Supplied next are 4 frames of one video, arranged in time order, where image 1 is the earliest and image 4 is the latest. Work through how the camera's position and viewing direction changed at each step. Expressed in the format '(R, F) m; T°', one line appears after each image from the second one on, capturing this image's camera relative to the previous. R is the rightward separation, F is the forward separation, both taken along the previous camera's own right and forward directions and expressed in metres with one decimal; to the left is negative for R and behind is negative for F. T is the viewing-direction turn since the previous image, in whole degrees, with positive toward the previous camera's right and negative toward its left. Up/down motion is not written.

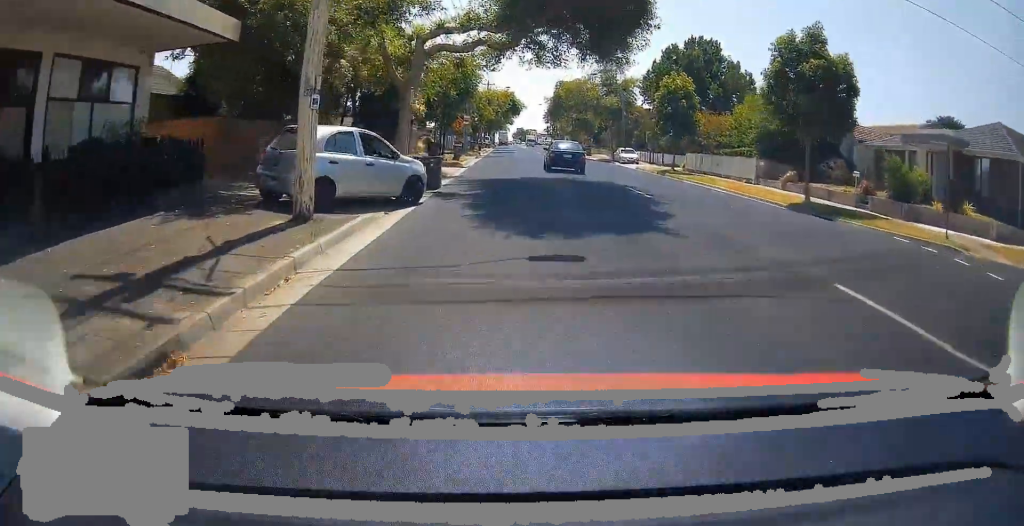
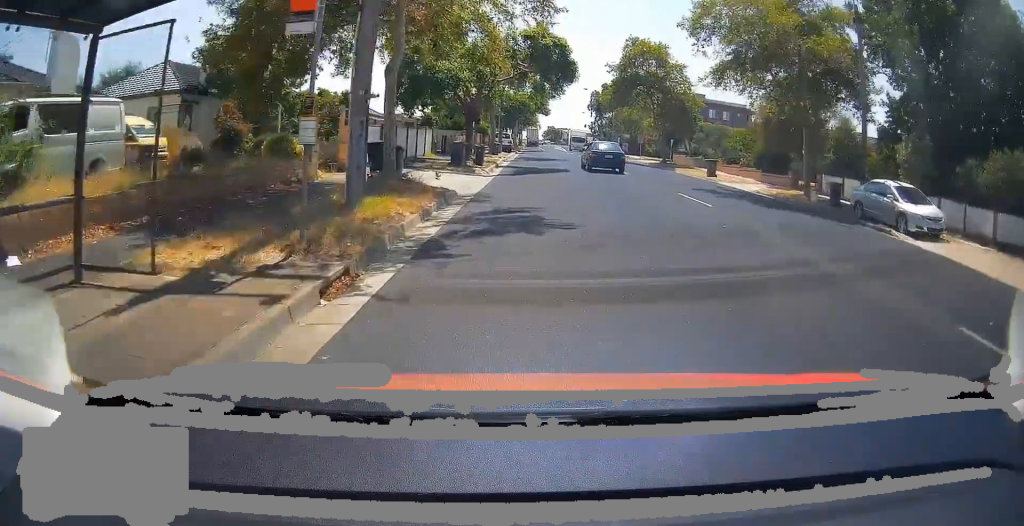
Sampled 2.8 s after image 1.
(-1.3, +37.5) m; -3°
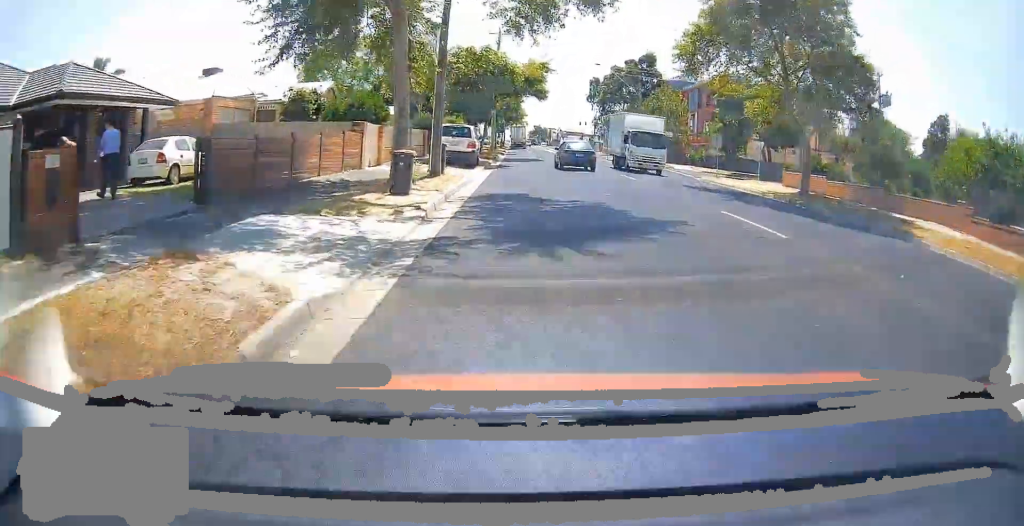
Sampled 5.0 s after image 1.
(-0.1, +29.8) m; +1°
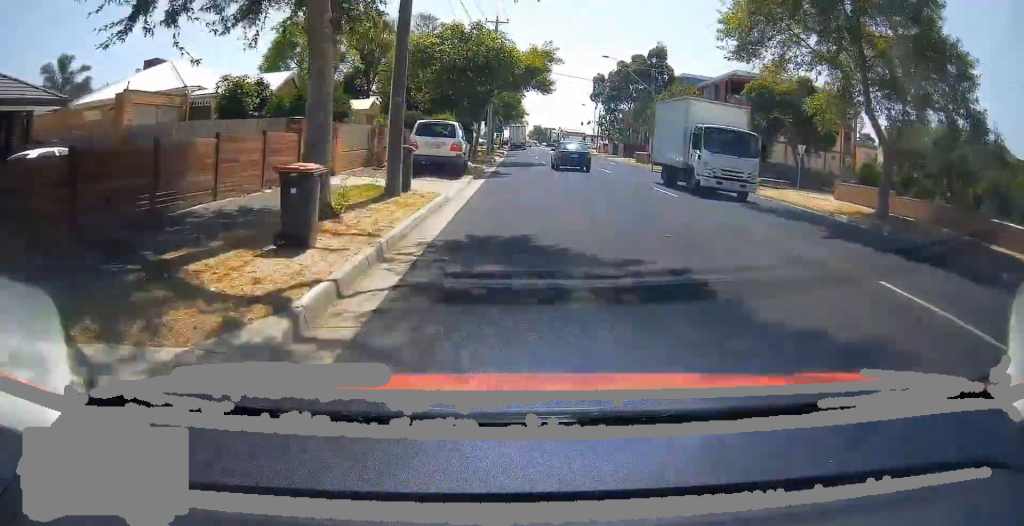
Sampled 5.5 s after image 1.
(+0.3, +6.4) m; 0°
